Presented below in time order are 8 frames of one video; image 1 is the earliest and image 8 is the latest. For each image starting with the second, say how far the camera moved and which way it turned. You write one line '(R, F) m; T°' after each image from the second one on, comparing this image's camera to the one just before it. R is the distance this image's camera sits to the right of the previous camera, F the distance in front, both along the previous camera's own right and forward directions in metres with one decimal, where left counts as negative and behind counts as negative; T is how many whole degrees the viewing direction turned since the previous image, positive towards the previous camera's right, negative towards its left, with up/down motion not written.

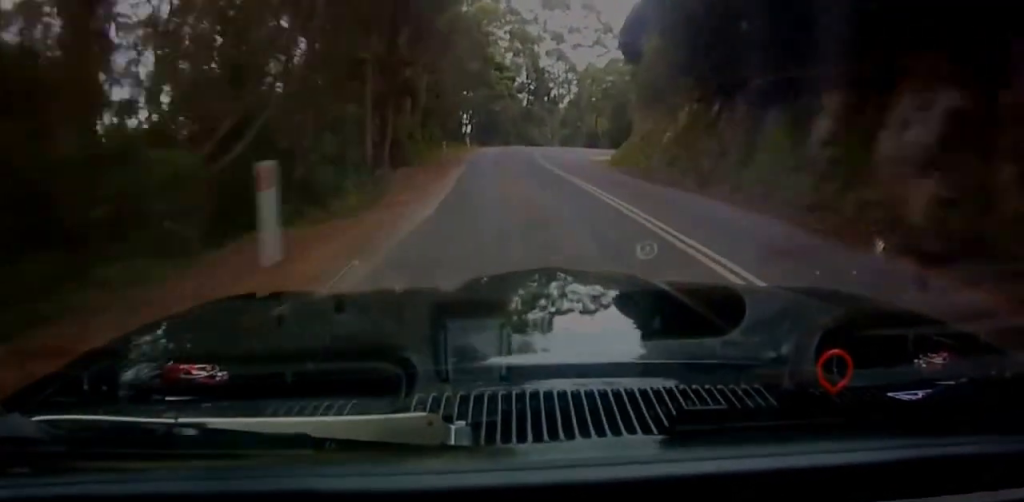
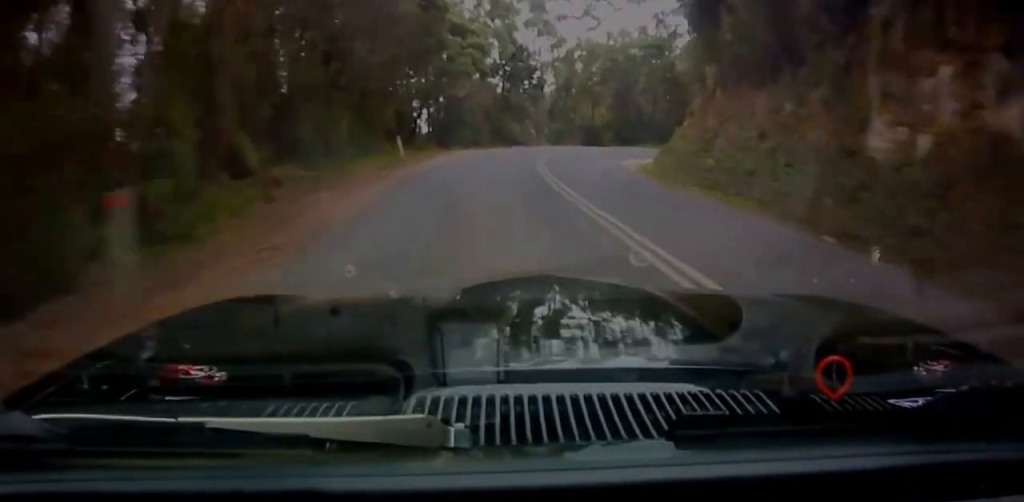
(0.0, +21.8) m; +2°
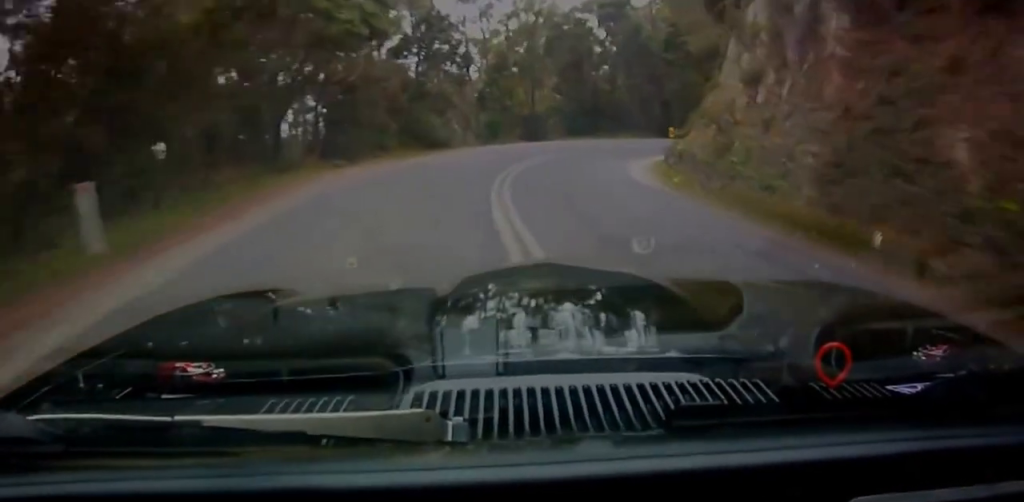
(-0.5, +16.6) m; +4°
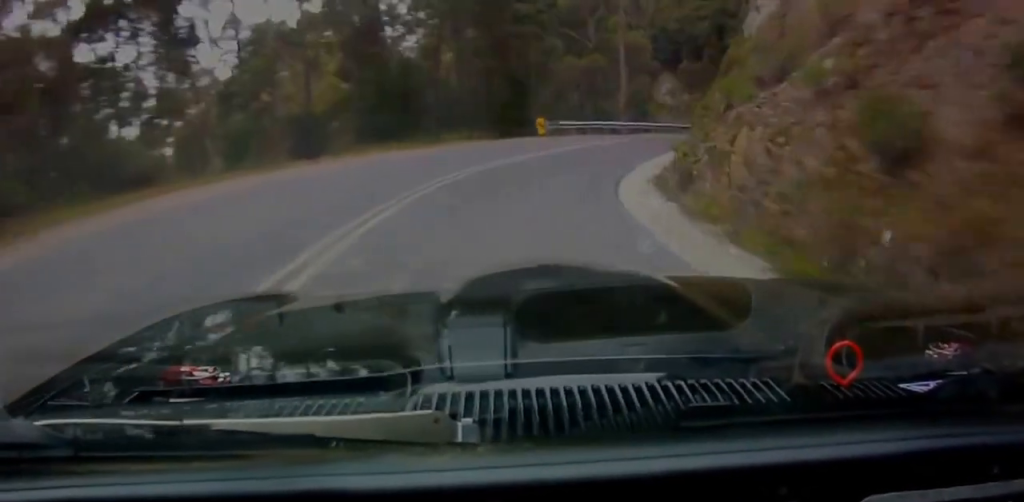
(+2.3, +23.7) m; +16°
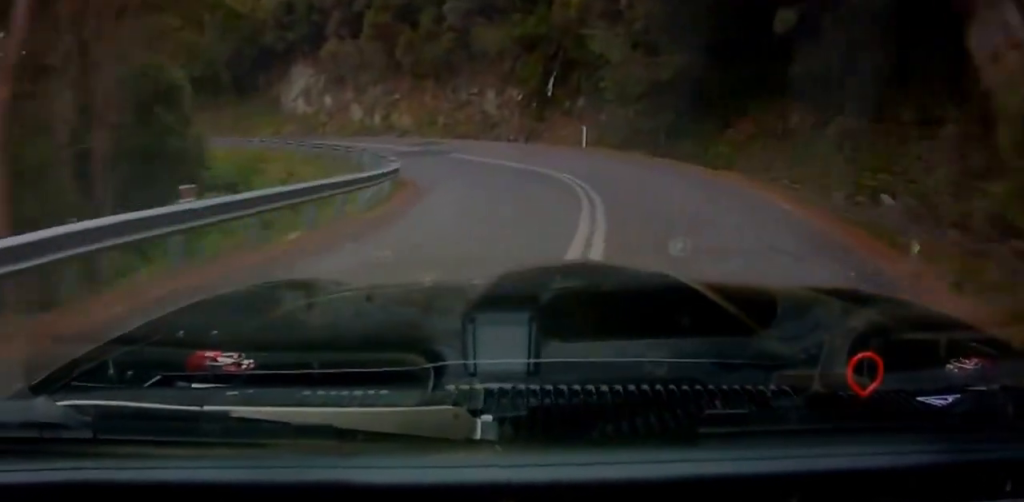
(+10.7, +38.4) m; +22°
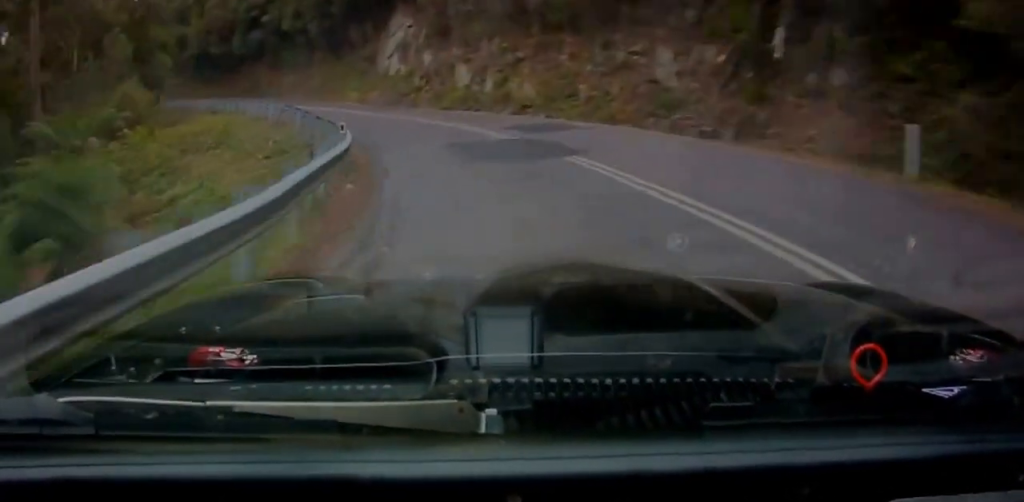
(+0.7, +17.1) m; 0°
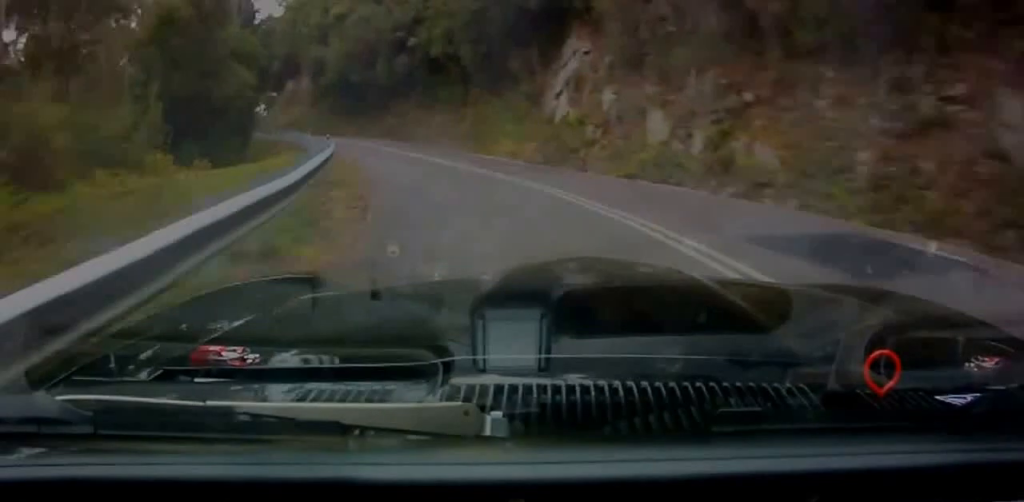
(+0.5, +10.5) m; -3°
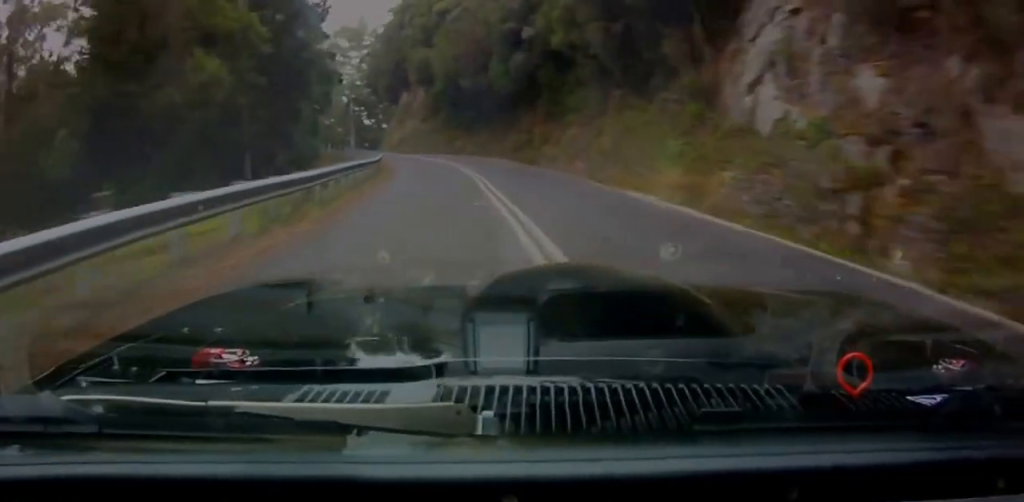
(-1.2, +12.9) m; -4°
